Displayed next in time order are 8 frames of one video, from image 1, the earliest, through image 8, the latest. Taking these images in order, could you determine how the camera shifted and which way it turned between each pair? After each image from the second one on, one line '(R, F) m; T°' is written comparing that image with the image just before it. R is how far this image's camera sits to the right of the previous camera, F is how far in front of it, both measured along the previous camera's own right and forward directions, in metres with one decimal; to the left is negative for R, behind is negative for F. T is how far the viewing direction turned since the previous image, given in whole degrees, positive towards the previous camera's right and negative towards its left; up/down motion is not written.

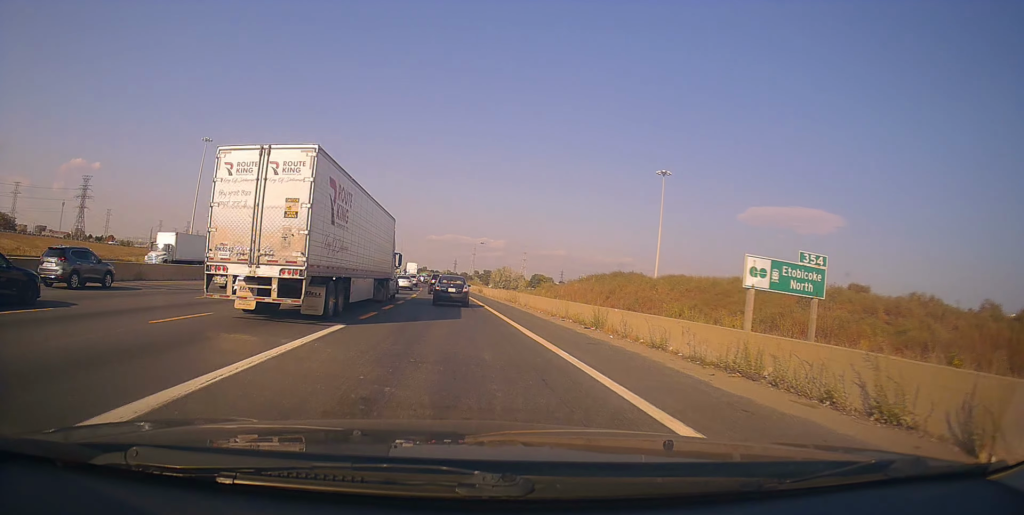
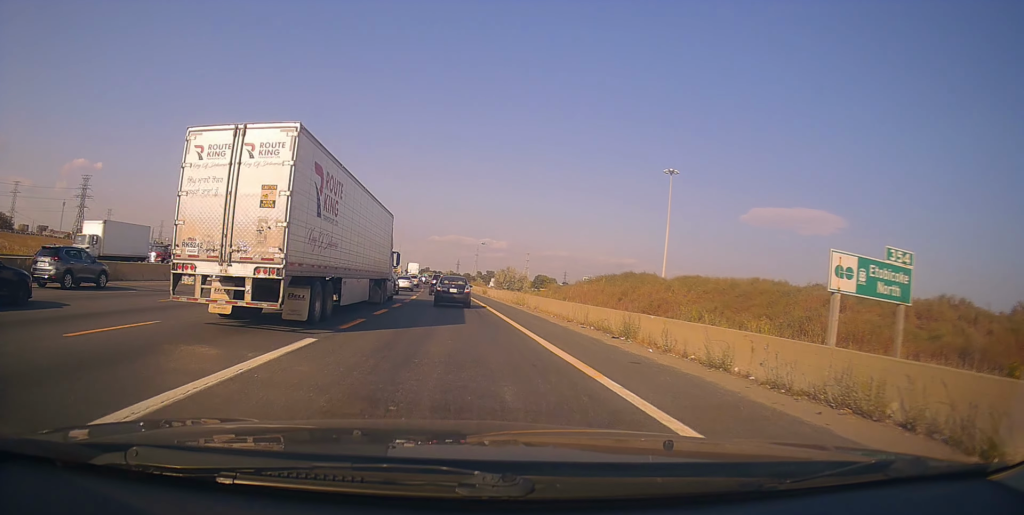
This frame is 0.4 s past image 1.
(-0.1, +3.2) m; -1°
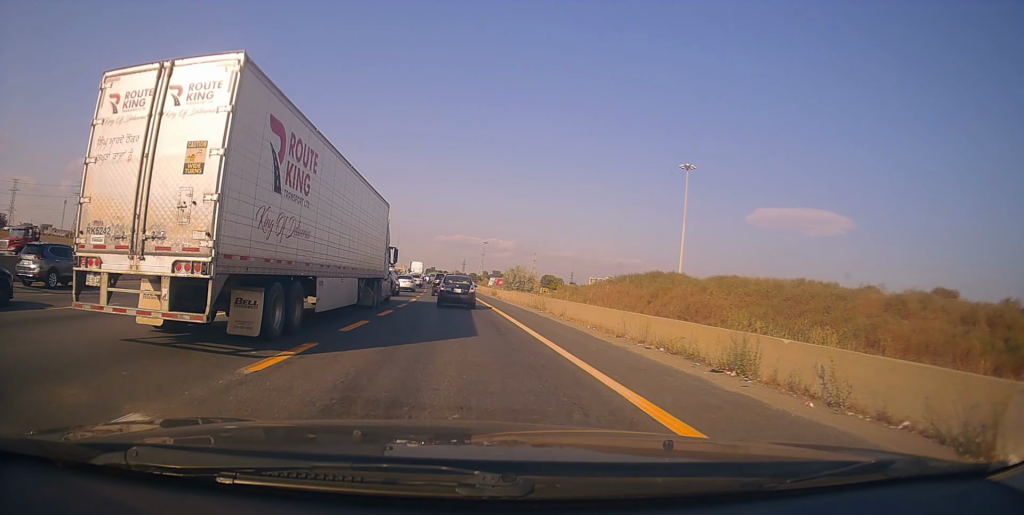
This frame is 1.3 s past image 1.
(+0.1, +6.4) m; +3°
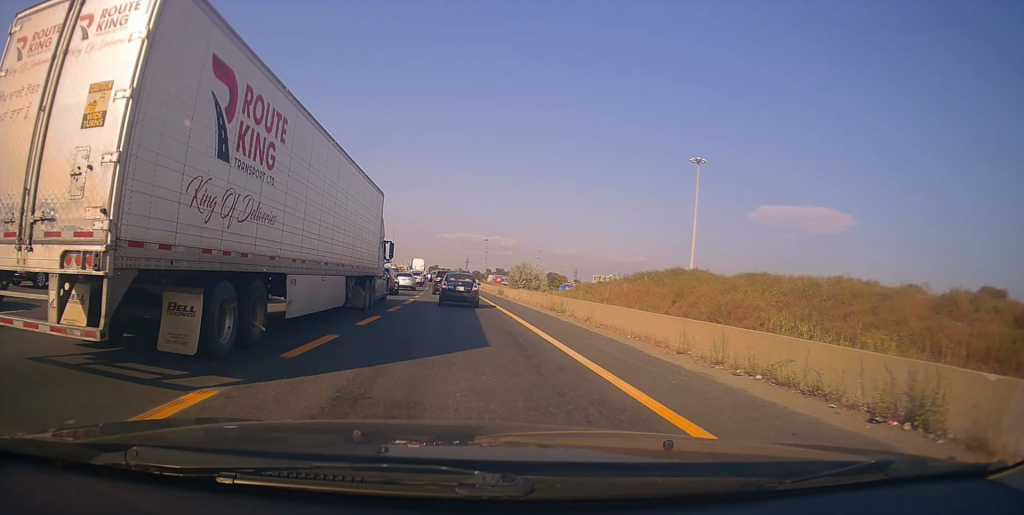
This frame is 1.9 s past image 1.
(+0.1, +4.5) m; +2°
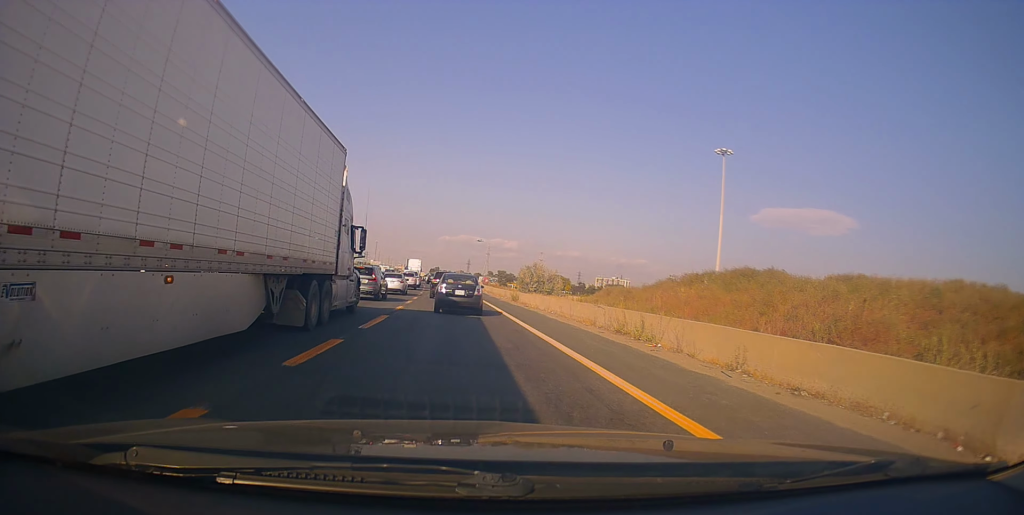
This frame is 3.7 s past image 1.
(-0.1, +12.0) m; -5°
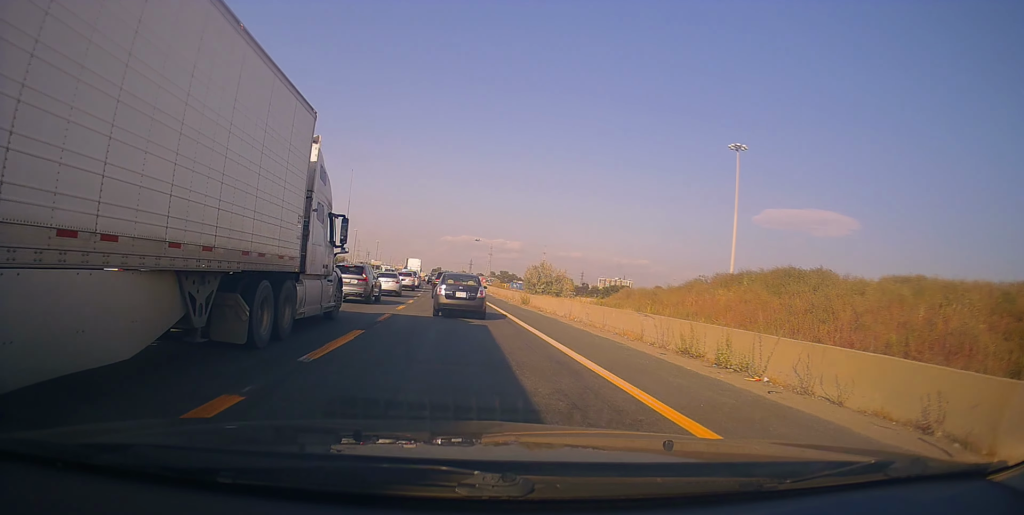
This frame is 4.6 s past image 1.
(-0.4, +5.2) m; 0°
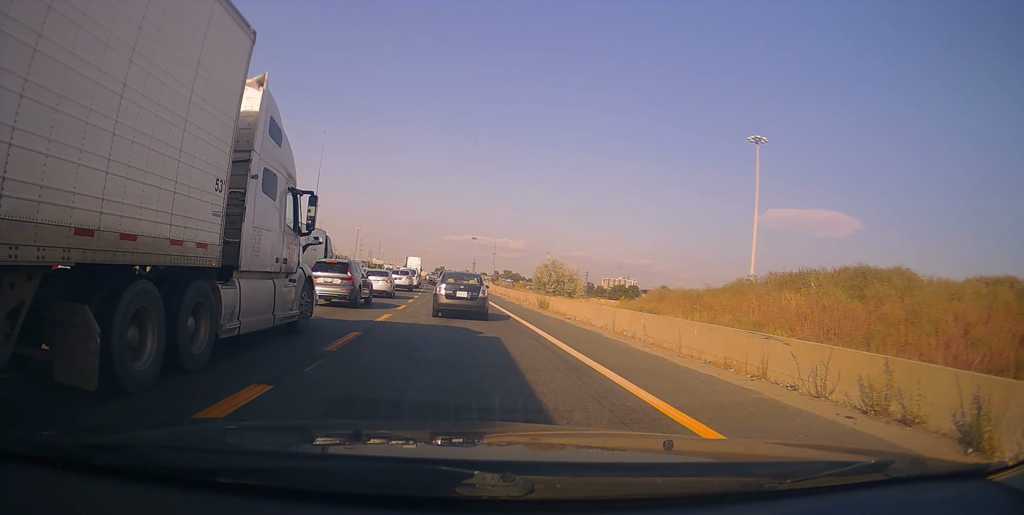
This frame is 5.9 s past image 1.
(+0.4, +6.8) m; 0°
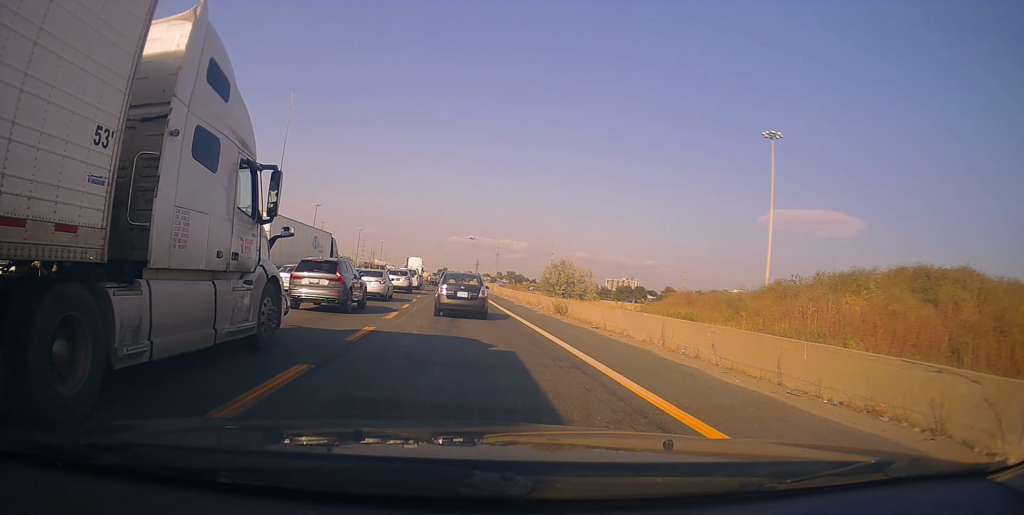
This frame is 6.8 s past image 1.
(-0.2, +4.5) m; -2°
